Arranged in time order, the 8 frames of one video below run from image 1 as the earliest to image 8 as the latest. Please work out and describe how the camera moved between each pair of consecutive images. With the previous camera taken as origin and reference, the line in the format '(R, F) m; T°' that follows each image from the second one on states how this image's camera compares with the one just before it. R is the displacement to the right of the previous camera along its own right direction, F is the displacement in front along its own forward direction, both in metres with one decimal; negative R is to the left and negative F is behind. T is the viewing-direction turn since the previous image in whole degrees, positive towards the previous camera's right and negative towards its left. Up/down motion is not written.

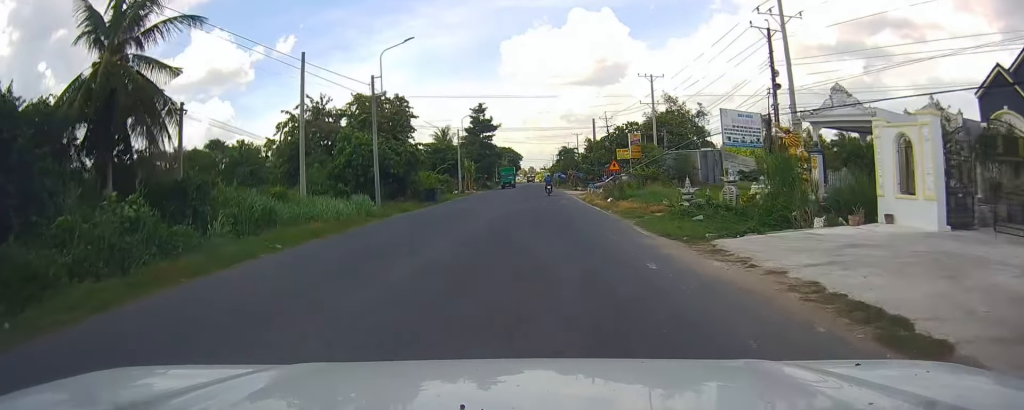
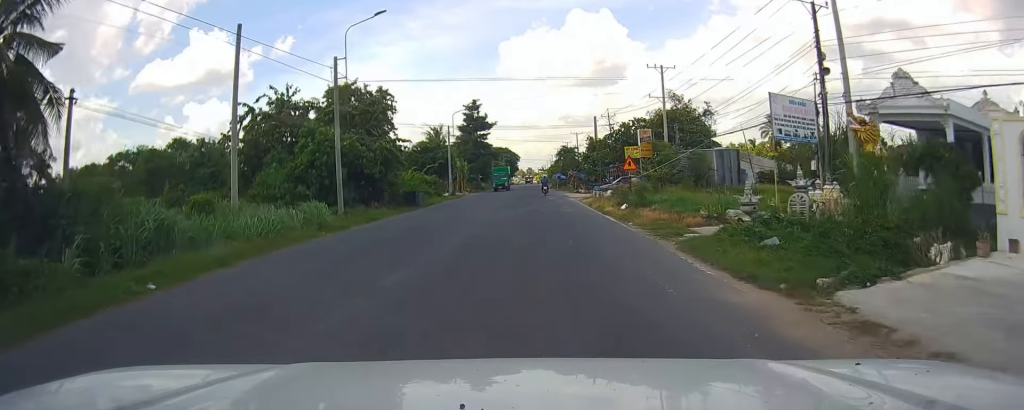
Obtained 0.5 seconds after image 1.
(0.0, +6.2) m; -1°
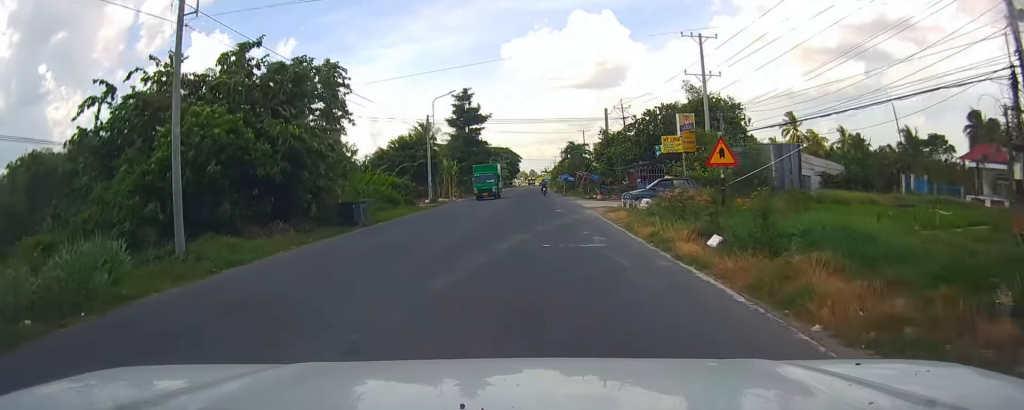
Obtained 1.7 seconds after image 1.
(-0.4, +13.9) m; 0°
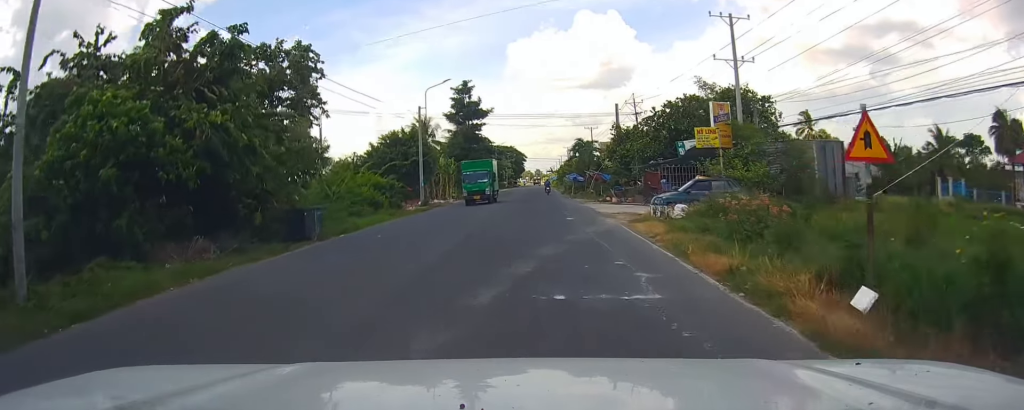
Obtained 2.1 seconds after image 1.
(-0.1, +5.8) m; 0°
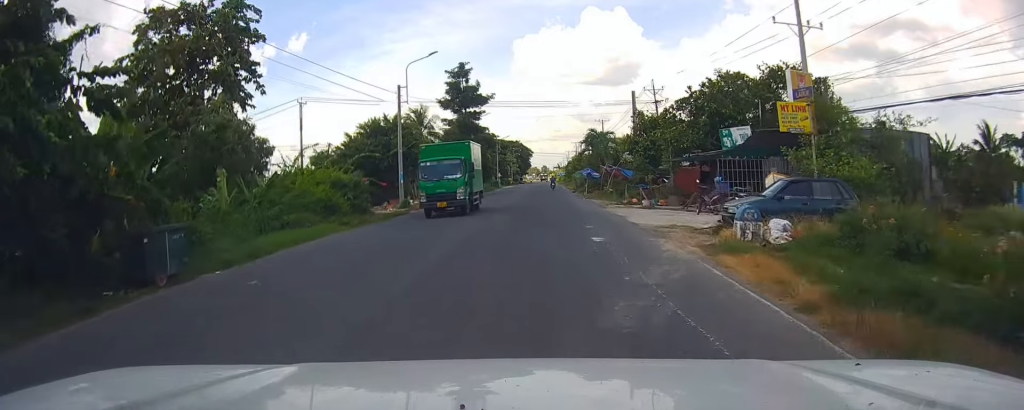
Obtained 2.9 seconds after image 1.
(+0.5, +8.9) m; 0°
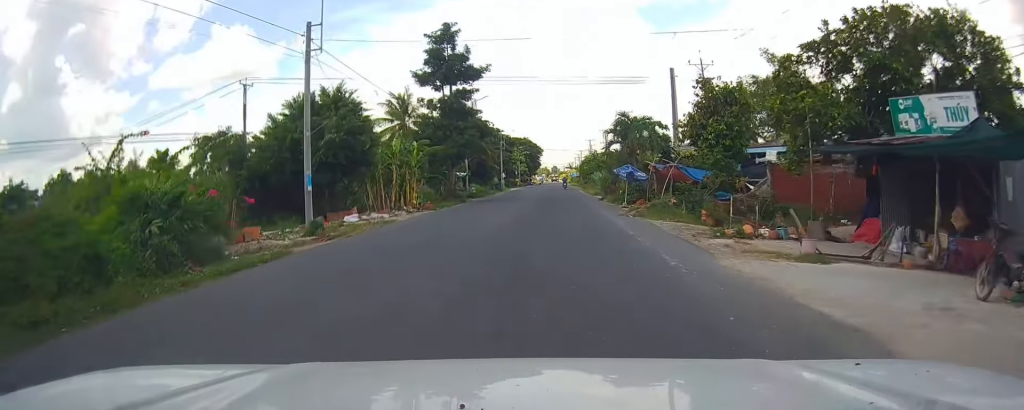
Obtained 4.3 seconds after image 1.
(-0.9, +16.5) m; -4°
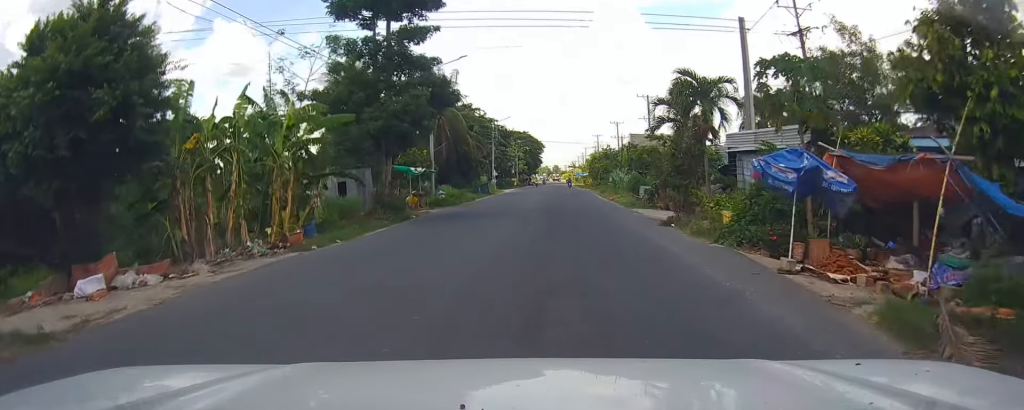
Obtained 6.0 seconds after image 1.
(+0.1, +19.7) m; +4°
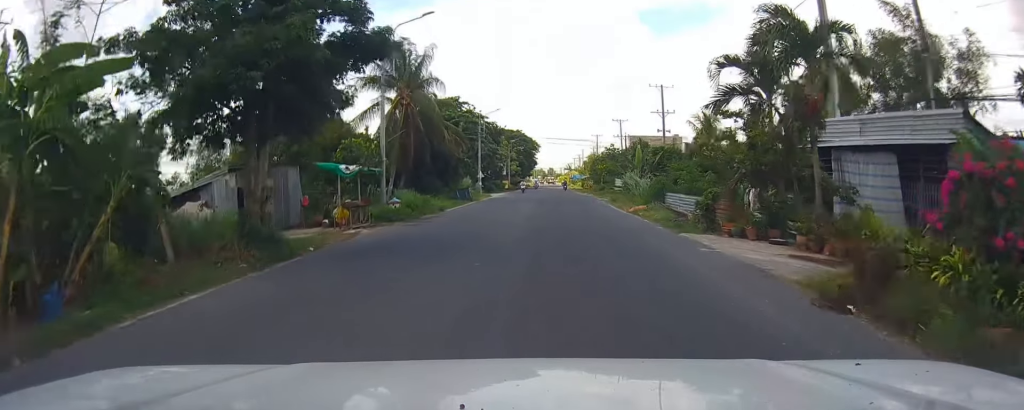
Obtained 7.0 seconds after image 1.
(+0.7, +11.0) m; 0°
